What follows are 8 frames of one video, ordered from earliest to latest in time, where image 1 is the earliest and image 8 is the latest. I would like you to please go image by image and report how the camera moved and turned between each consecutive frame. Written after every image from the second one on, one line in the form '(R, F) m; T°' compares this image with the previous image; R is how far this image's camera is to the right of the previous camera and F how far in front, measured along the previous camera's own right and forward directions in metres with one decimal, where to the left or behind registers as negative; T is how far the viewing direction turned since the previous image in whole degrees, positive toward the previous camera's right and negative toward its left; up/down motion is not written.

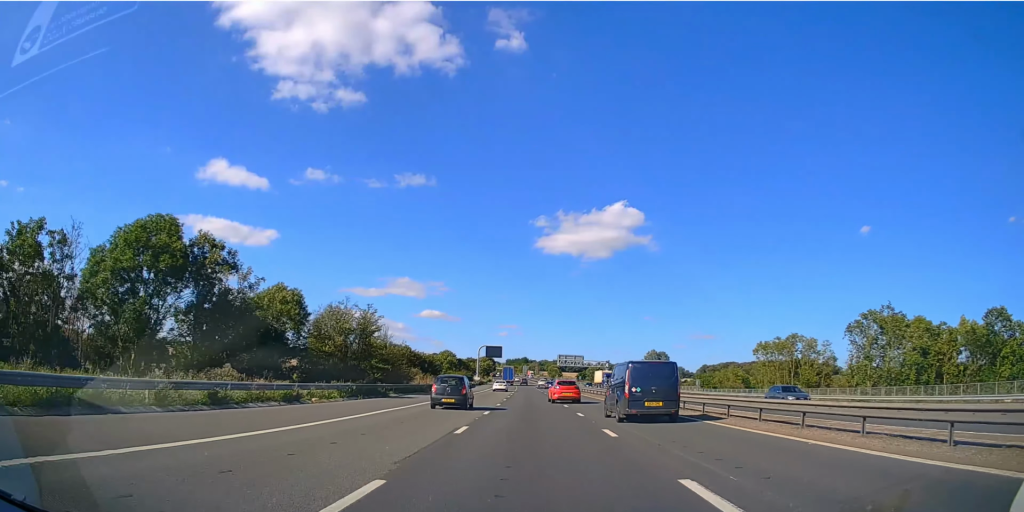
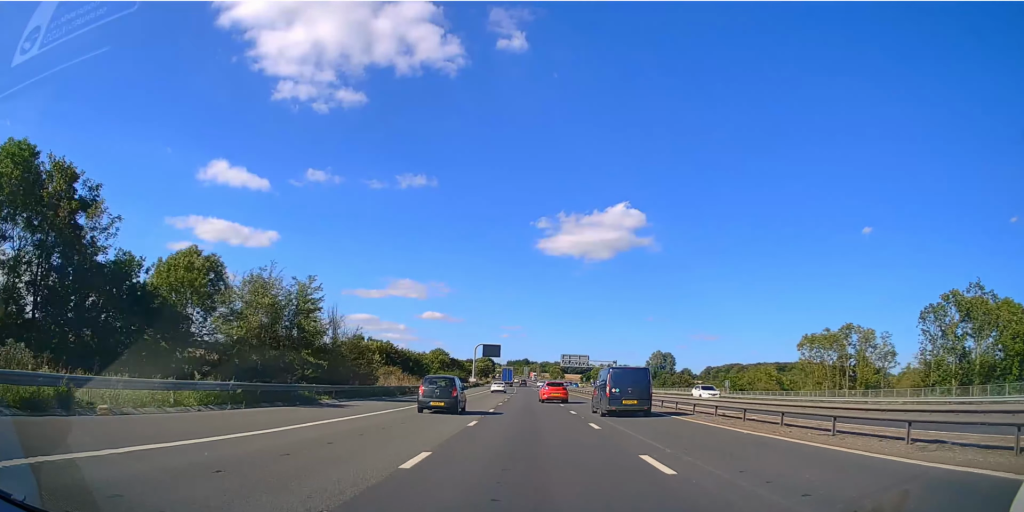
(+0.1, +14.9) m; 0°
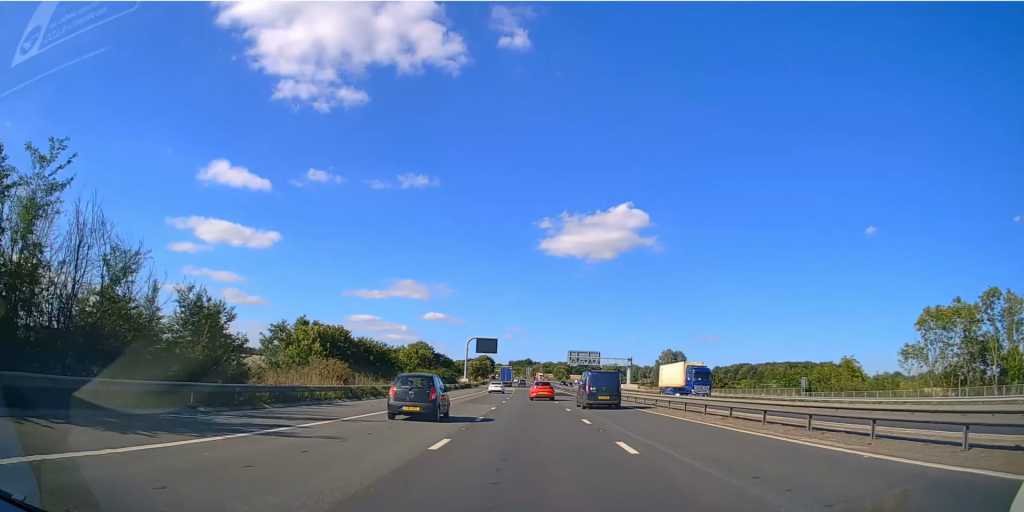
(0.0, +24.7) m; 0°
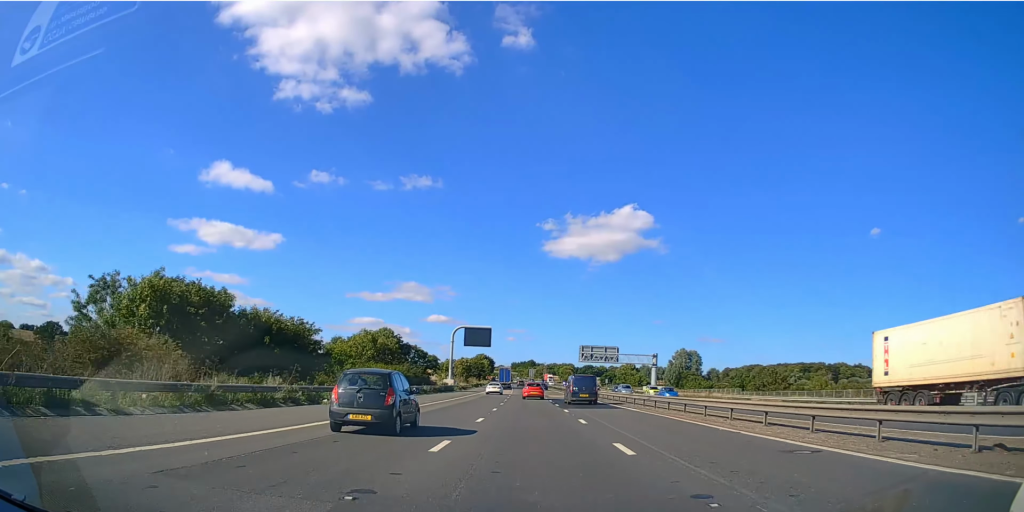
(-0.2, +29.5) m; 0°
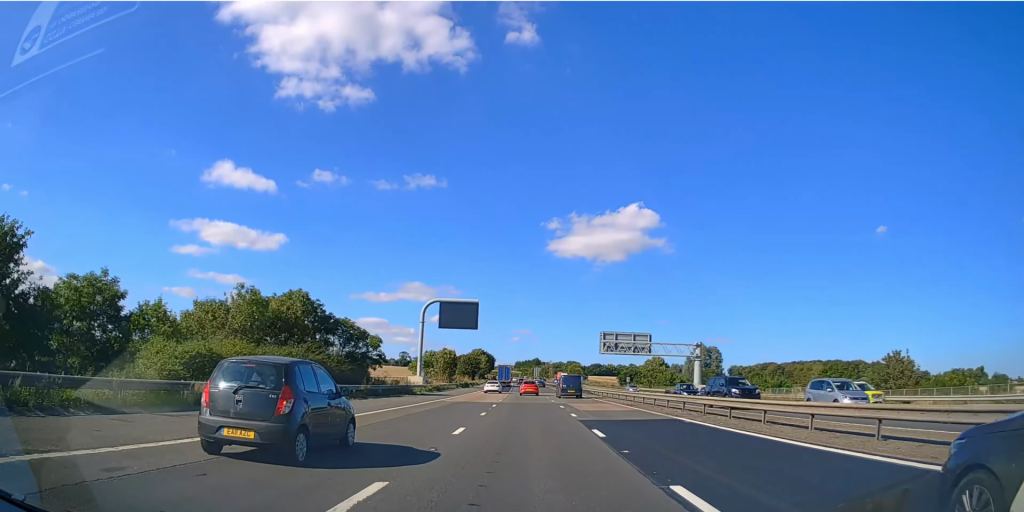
(-0.1, +31.5) m; 0°
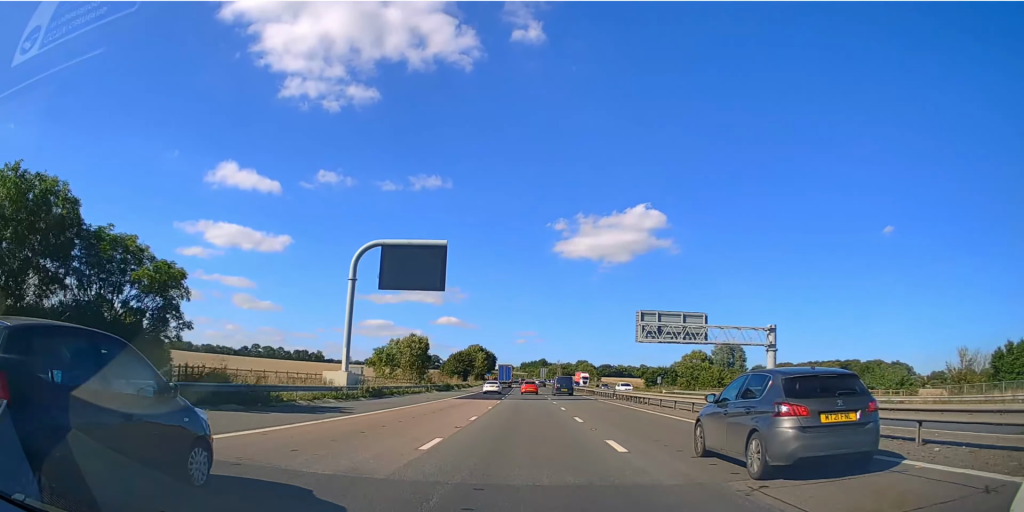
(-0.1, +30.7) m; 0°
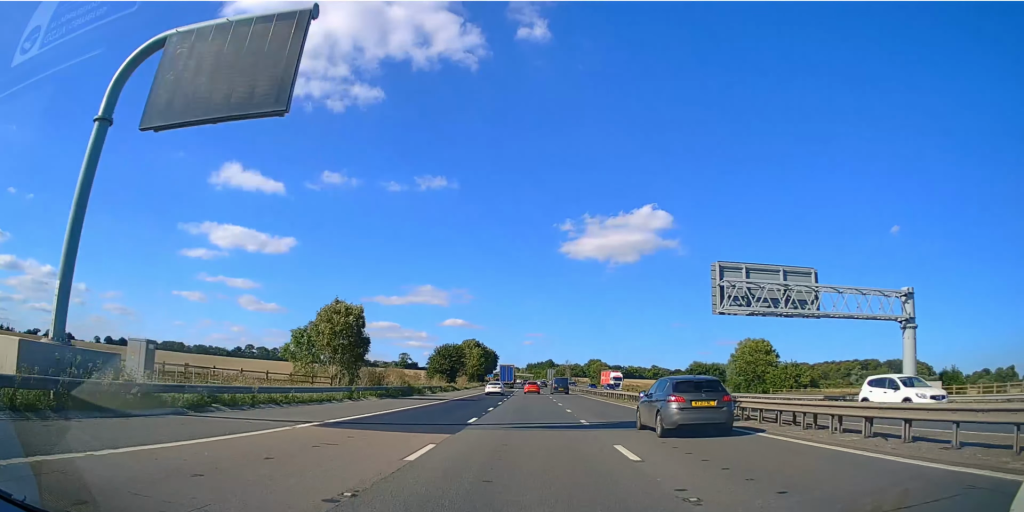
(-0.1, +28.9) m; 0°
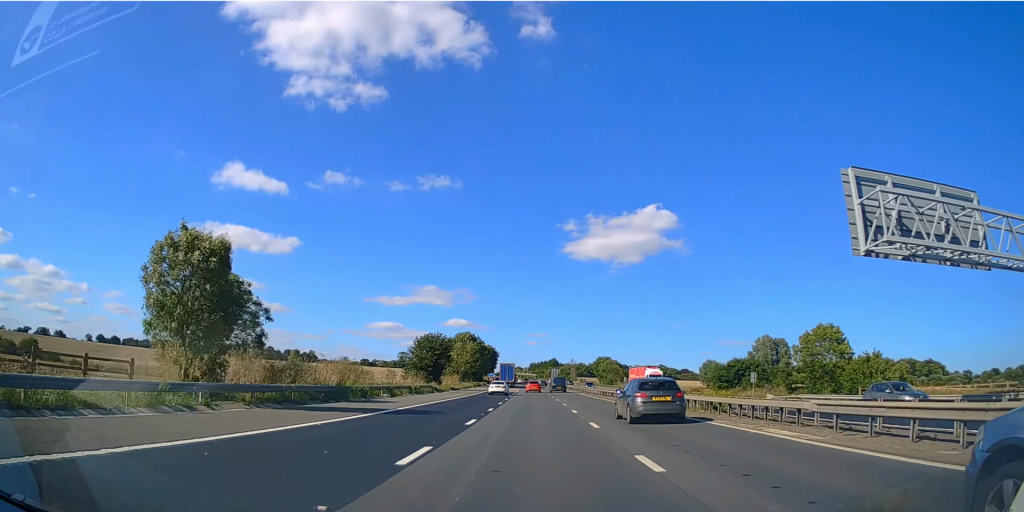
(-0.1, +20.1) m; 0°
